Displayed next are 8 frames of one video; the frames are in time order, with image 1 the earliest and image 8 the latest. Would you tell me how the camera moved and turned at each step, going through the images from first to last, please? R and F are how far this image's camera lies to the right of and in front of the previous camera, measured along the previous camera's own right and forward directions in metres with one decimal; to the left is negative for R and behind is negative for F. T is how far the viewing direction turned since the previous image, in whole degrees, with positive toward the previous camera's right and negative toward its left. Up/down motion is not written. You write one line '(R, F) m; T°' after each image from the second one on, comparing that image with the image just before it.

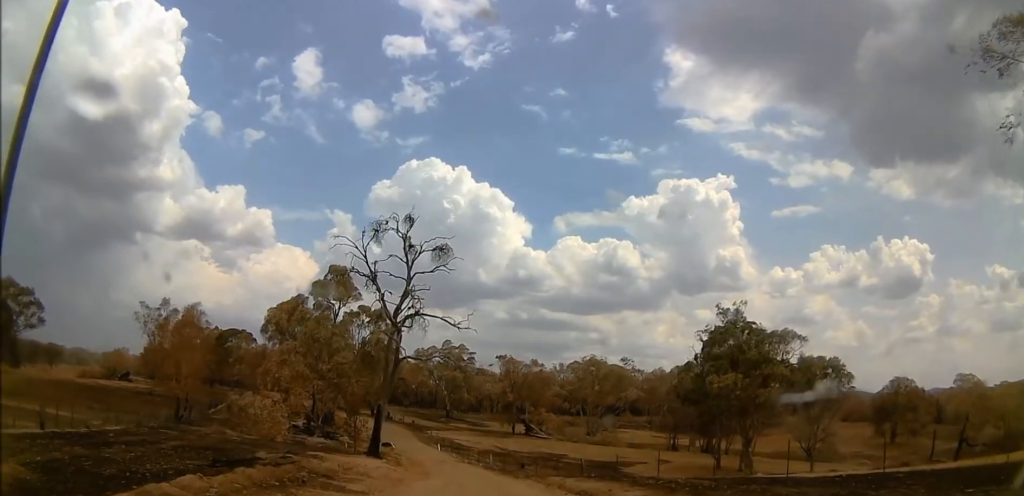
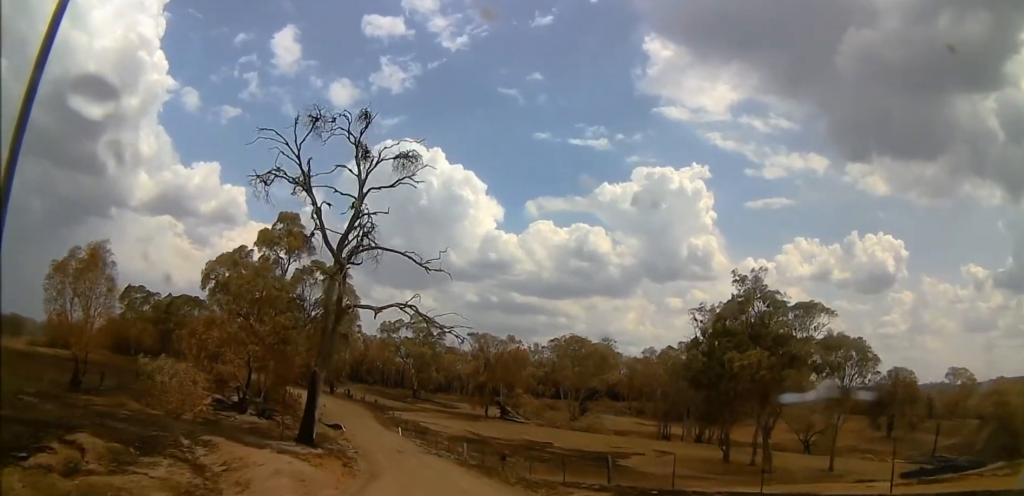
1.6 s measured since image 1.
(+1.3, +13.0) m; +5°
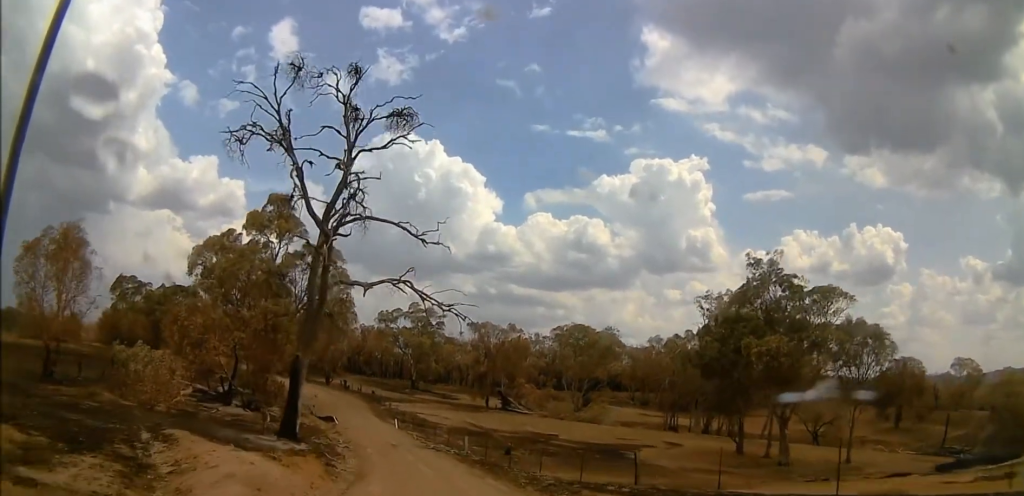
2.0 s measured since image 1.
(-0.2, +3.8) m; -2°
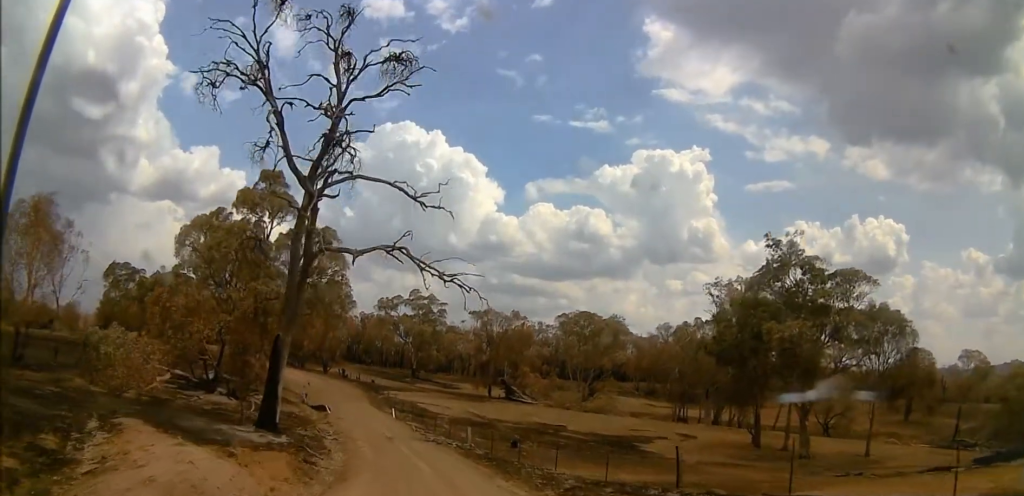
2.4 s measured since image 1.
(-0.1, +3.8) m; -2°
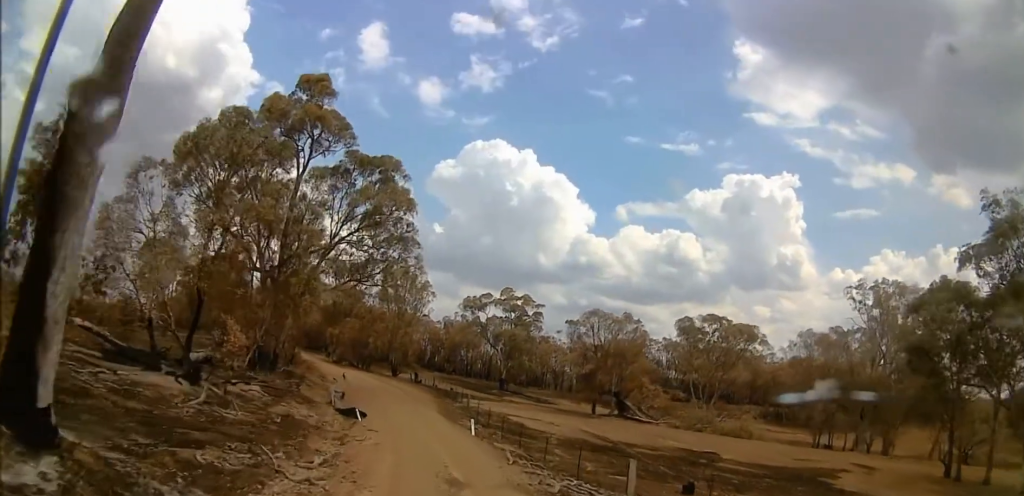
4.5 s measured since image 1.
(-1.6, +18.5) m; -10°
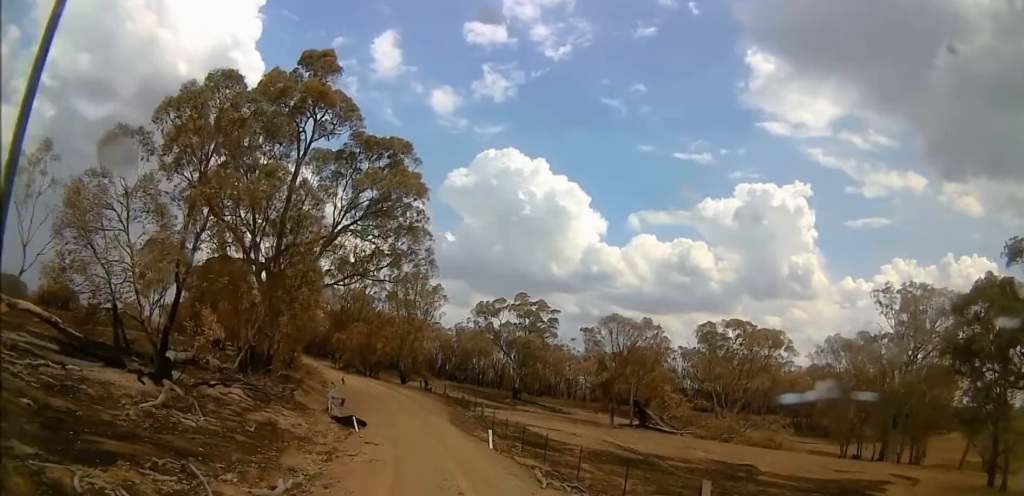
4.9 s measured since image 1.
(0.0, +4.0) m; 0°
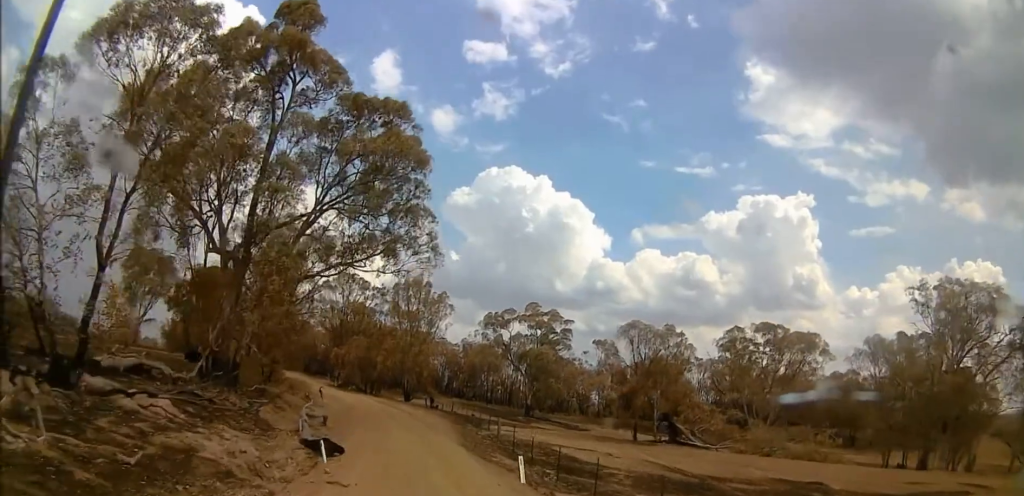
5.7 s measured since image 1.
(0.0, +7.1) m; 0°
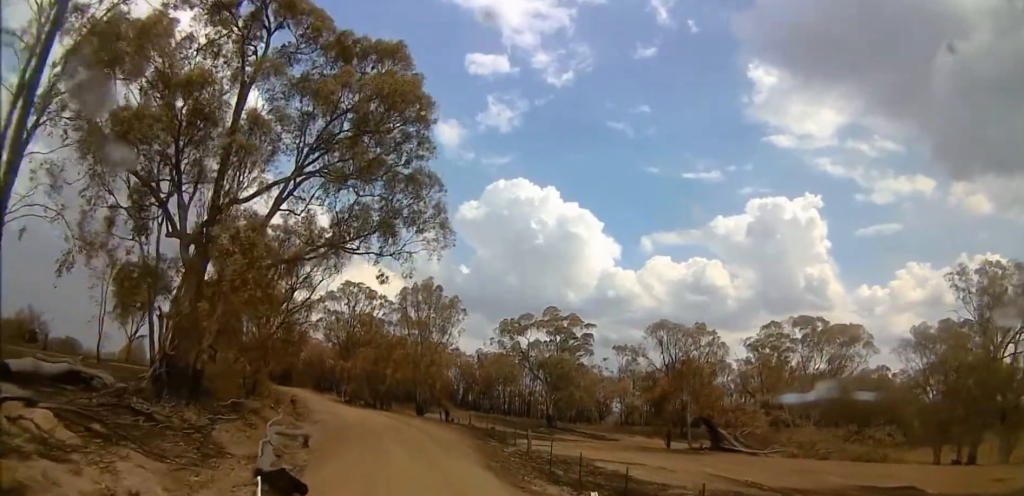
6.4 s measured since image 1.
(0.0, +6.6) m; 0°
